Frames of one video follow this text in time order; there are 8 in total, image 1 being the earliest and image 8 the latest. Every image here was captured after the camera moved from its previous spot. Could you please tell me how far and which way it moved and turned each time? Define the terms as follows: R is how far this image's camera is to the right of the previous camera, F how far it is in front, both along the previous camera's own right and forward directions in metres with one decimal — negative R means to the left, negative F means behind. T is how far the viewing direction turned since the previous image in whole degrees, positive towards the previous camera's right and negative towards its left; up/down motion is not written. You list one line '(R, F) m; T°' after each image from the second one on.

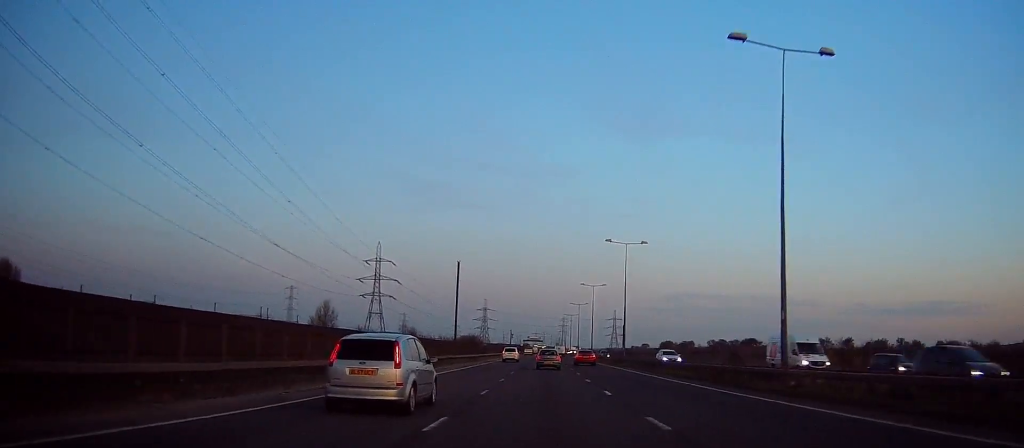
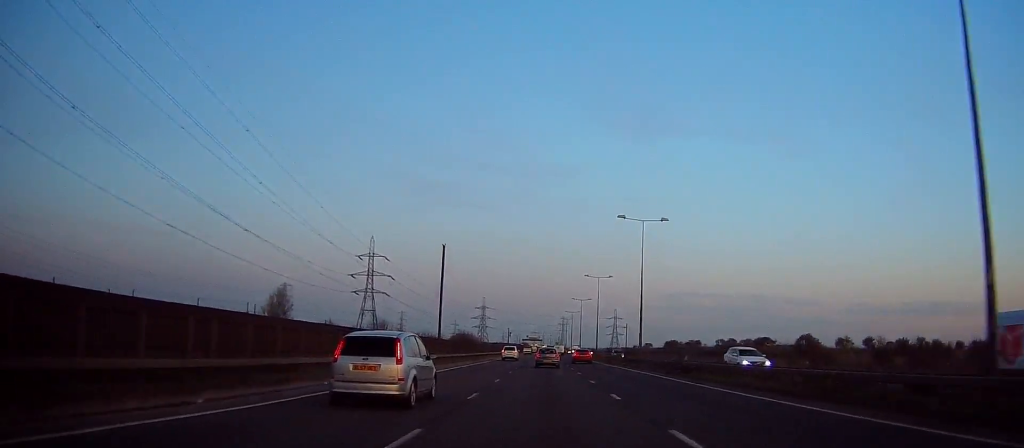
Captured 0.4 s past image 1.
(+0.3, +11.5) m; 0°
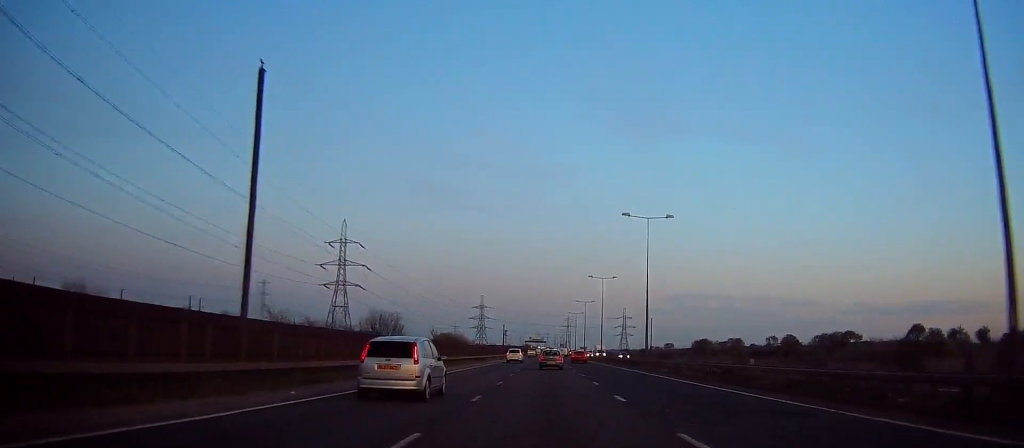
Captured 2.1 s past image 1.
(-0.5, +45.0) m; -1°
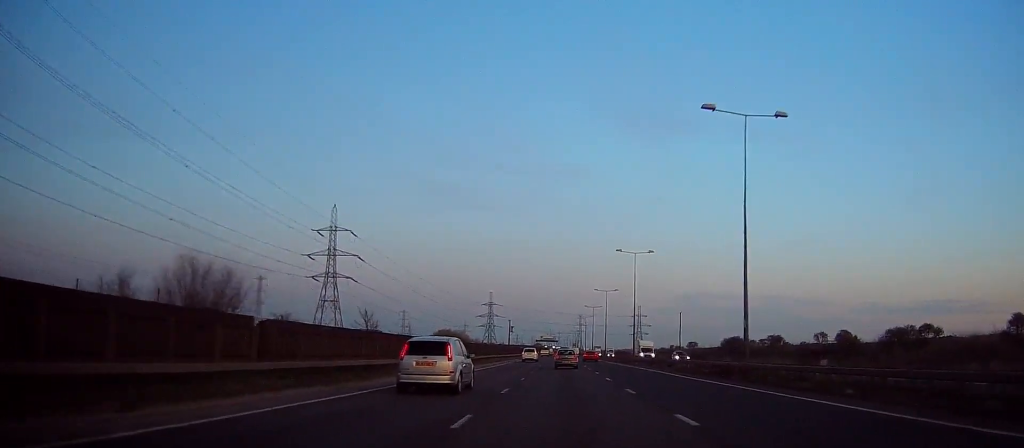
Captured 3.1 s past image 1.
(+0.1, +24.4) m; 0°
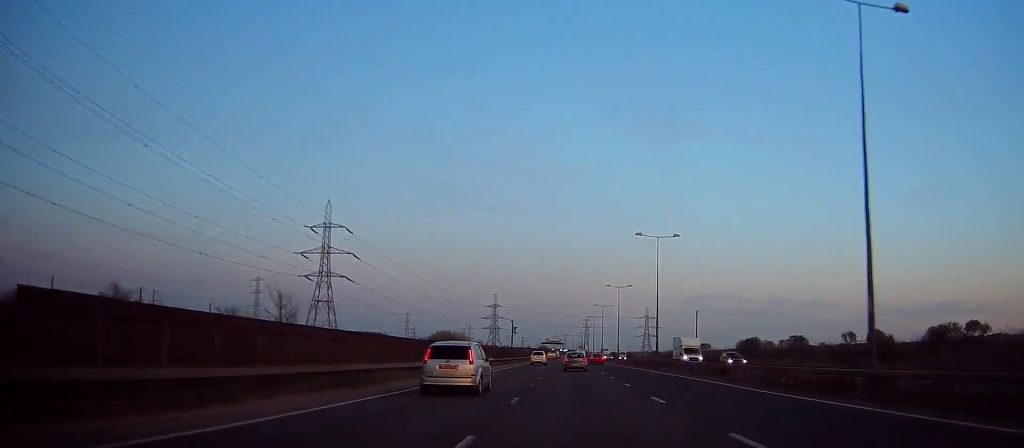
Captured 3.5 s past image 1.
(+0.1, +11.6) m; 0°
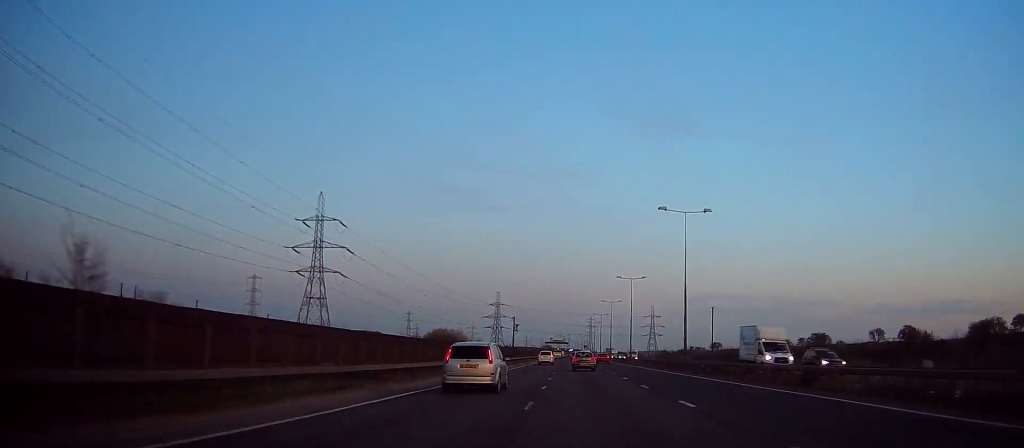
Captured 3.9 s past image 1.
(0.0, +10.7) m; 0°
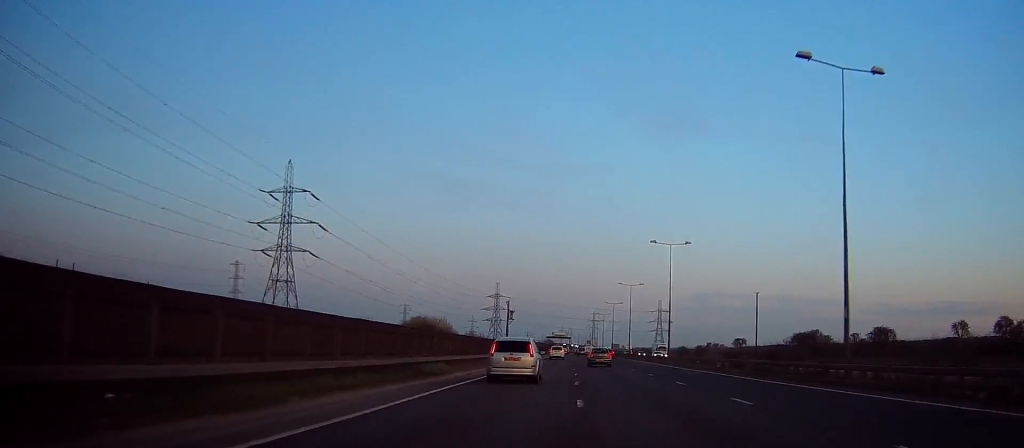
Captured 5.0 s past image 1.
(-0.4, +27.4) m; -1°
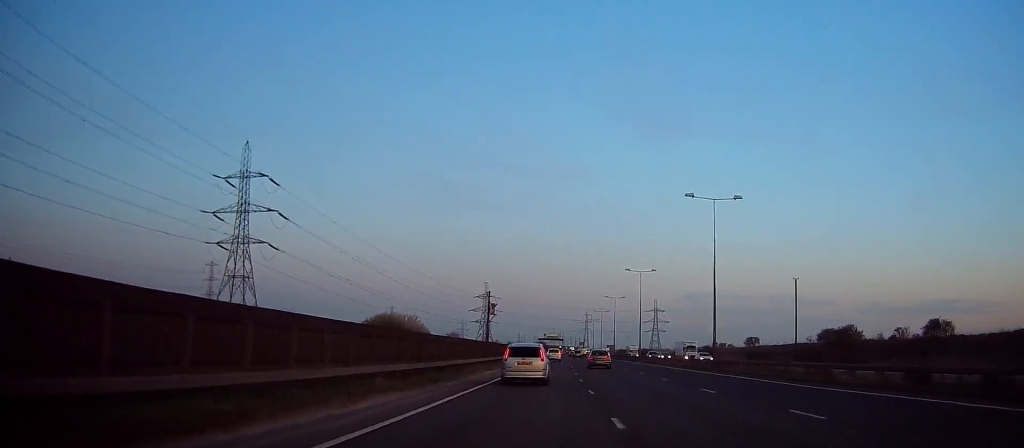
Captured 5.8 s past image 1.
(0.0, +21.0) m; 0°
